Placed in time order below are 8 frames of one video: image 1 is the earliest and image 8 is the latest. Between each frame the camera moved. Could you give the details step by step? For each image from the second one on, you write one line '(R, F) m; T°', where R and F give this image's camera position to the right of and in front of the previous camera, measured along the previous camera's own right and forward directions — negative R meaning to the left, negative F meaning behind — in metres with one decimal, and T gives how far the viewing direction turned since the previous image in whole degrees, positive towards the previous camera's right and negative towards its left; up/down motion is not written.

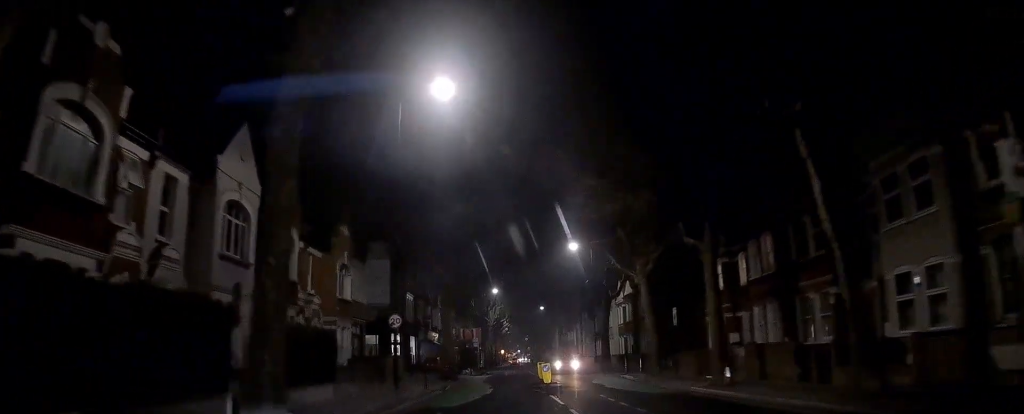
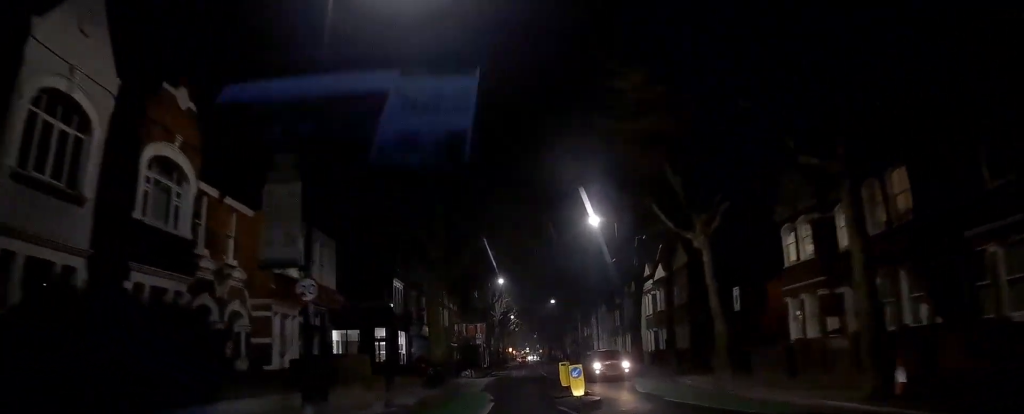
(0.0, +8.5) m; -1°
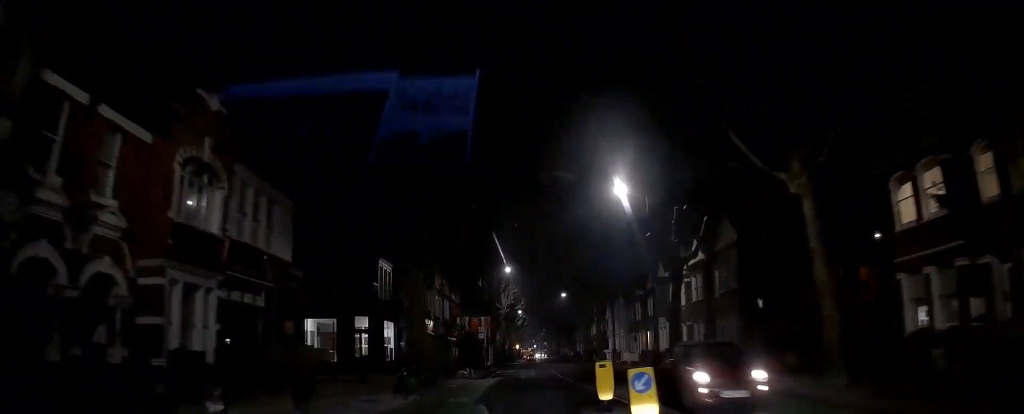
(0.0, +6.8) m; 0°
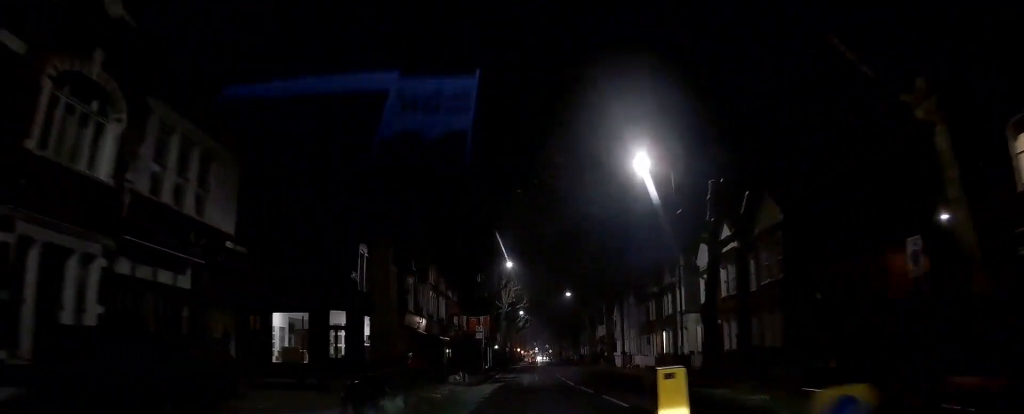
(0.0, +5.1) m; 0°
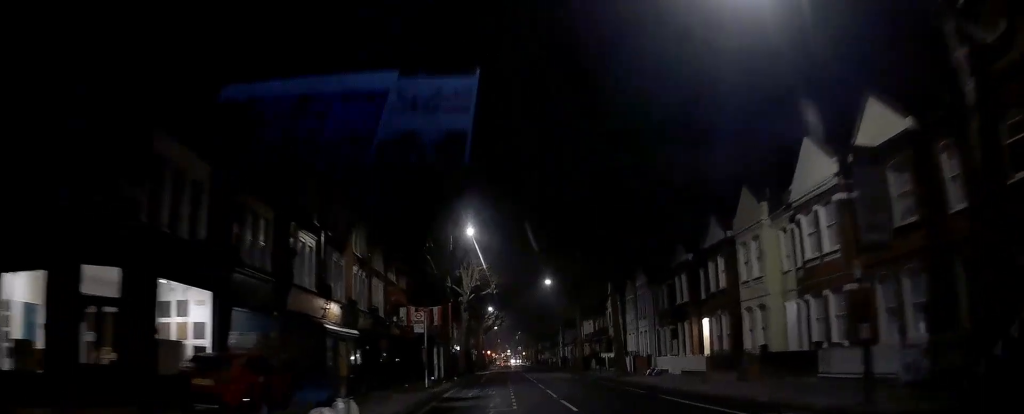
(0.0, +18.0) m; 0°
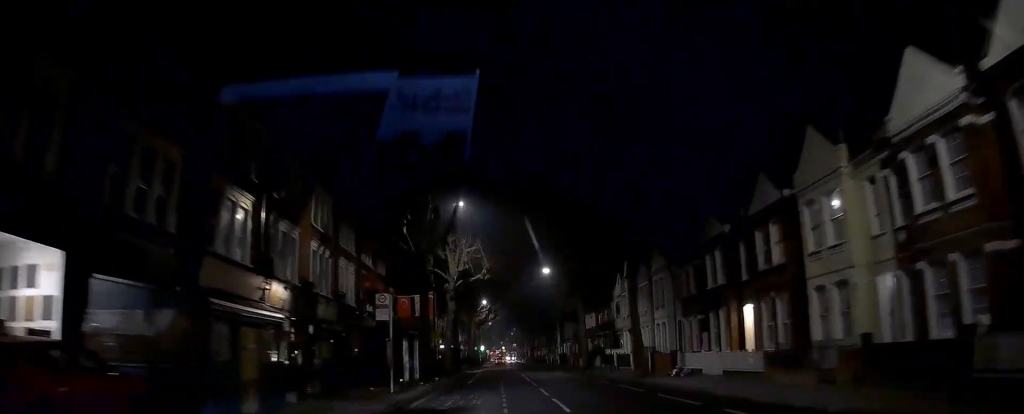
(0.0, +7.7) m; 0°
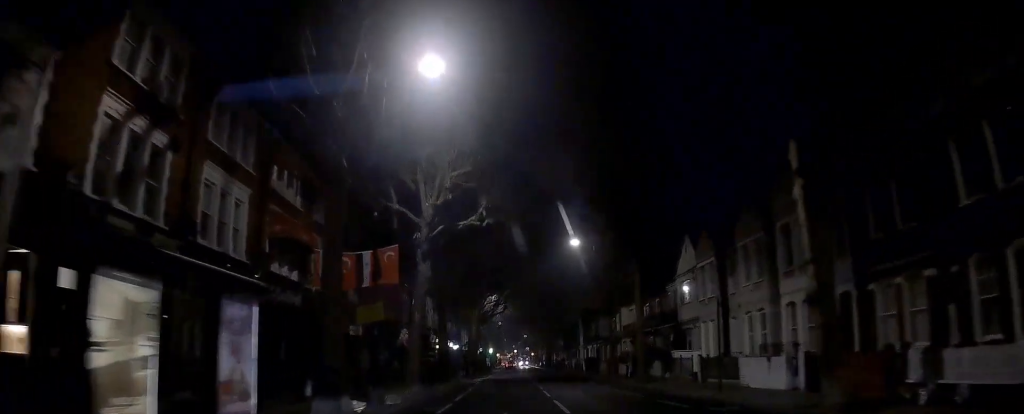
(+0.1, +18.8) m; 0°
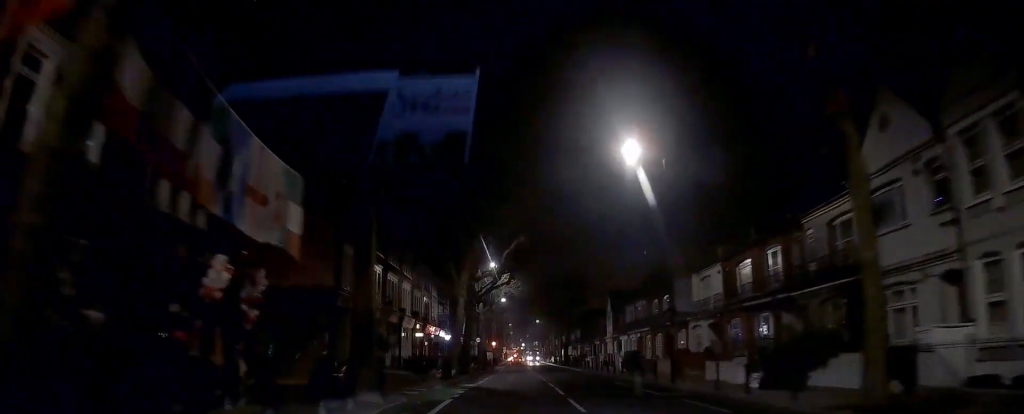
(+0.1, +20.8) m; 0°
